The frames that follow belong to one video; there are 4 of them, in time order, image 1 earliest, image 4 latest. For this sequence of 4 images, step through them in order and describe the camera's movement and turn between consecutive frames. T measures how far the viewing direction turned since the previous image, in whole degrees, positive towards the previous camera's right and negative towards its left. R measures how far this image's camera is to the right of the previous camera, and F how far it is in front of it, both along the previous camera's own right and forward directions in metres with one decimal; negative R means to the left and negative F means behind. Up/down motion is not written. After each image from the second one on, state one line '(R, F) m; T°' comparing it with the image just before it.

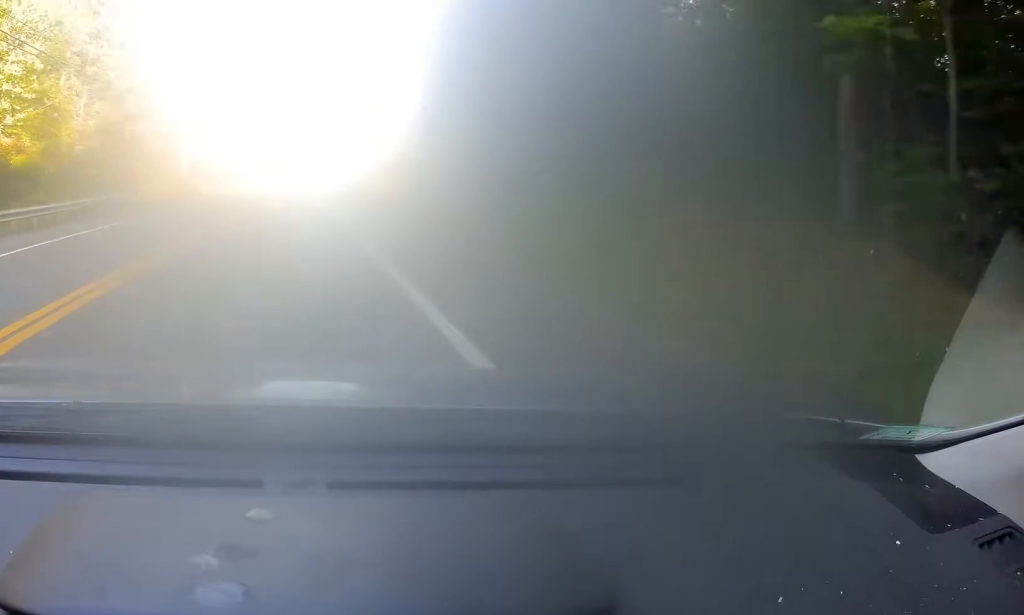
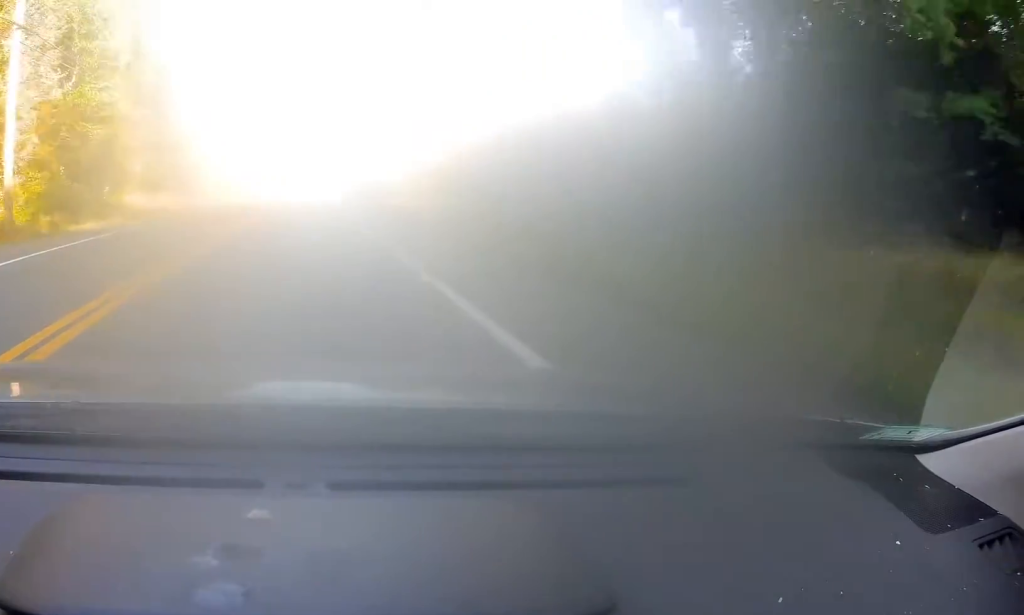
(-0.2, +32.4) m; 0°
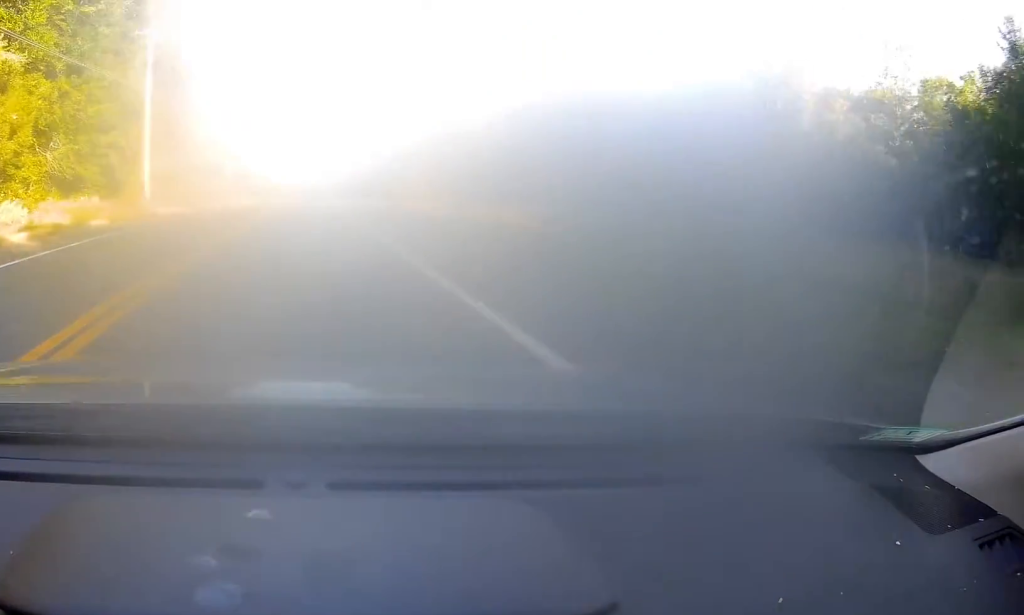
(0.0, +22.5) m; 0°
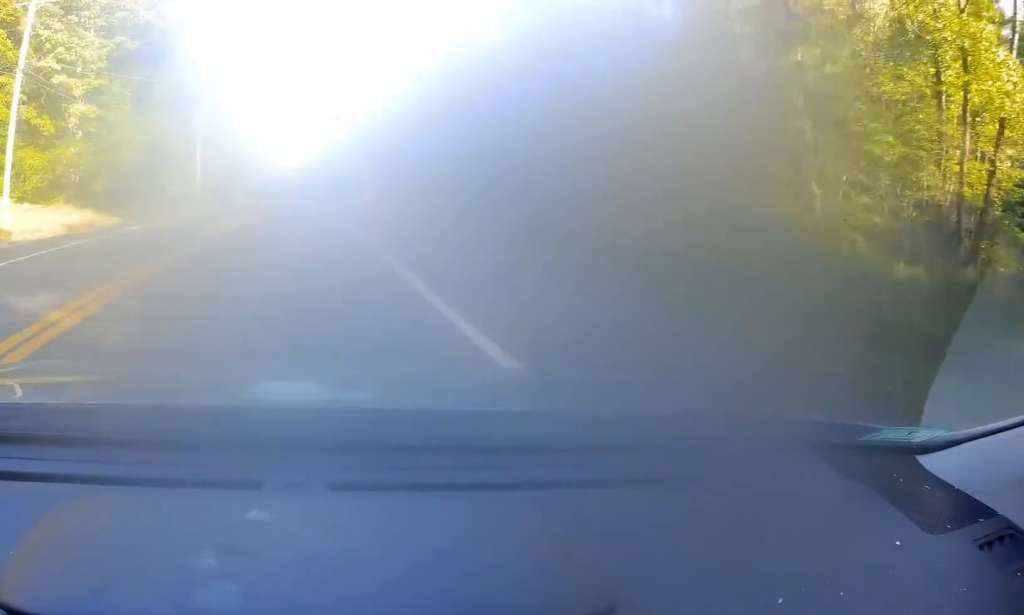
(+2.7, +109.1) m; +1°
